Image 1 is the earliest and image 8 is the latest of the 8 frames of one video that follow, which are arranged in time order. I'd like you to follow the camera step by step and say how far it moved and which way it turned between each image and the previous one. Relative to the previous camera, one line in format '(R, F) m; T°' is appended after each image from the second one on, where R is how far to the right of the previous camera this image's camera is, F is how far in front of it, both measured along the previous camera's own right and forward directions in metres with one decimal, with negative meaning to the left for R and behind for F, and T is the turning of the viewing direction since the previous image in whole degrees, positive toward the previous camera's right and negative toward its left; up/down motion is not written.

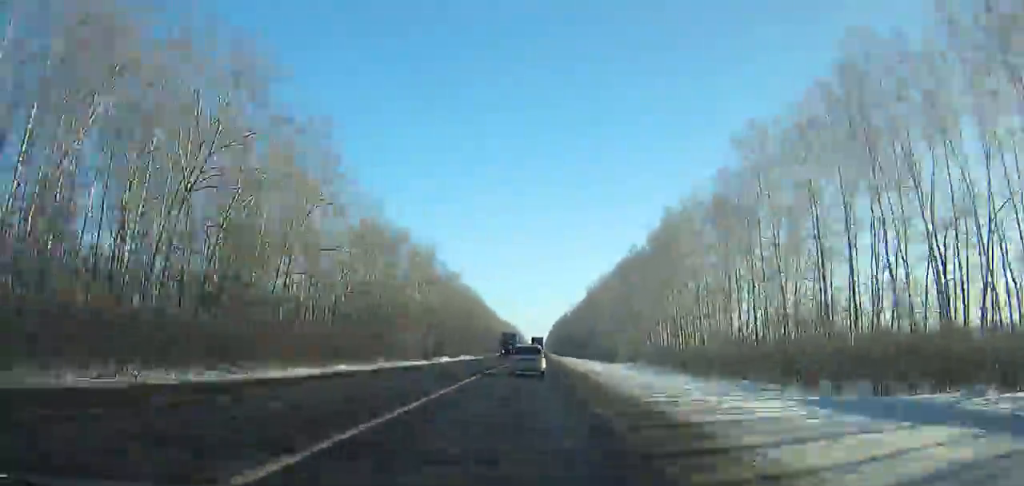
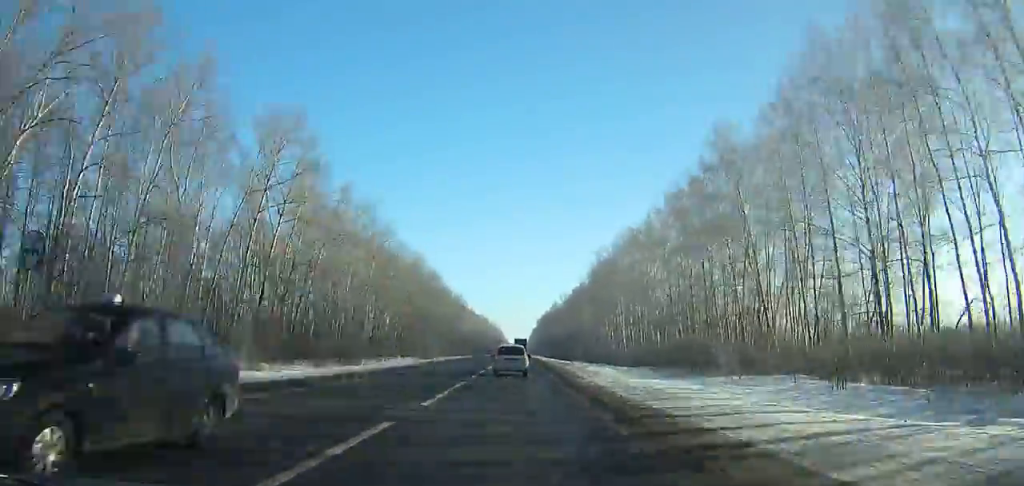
(+2.8, +63.6) m; +2°
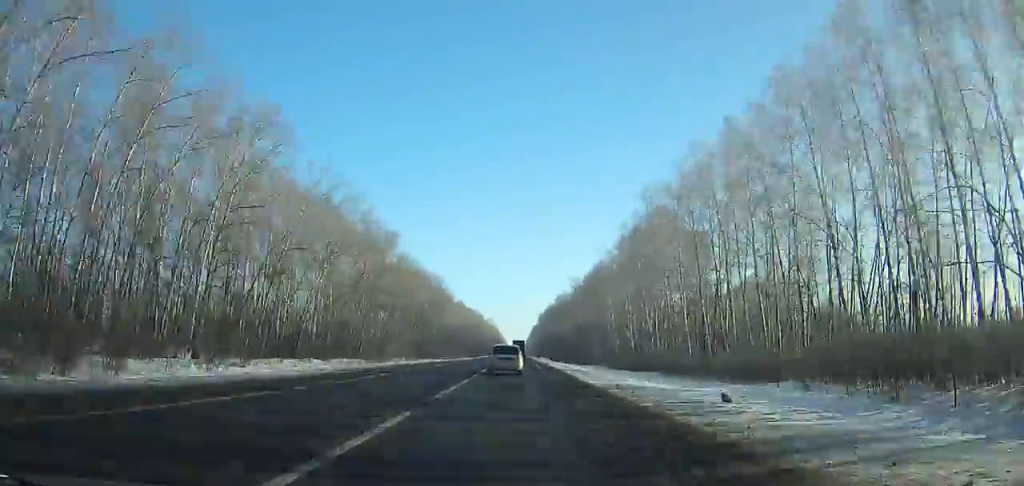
(0.0, +47.1) m; 0°
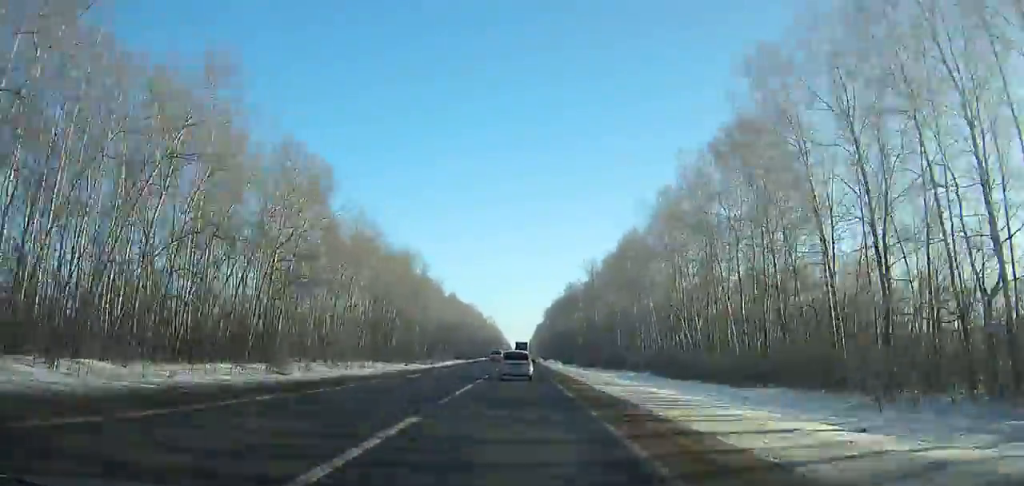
(0.0, +36.7) m; 0°
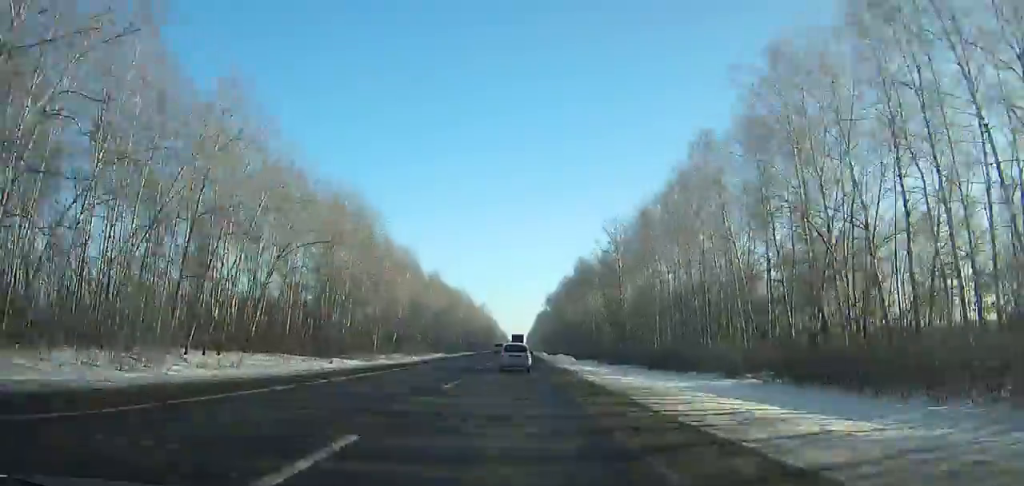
(0.0, +39.0) m; 0°
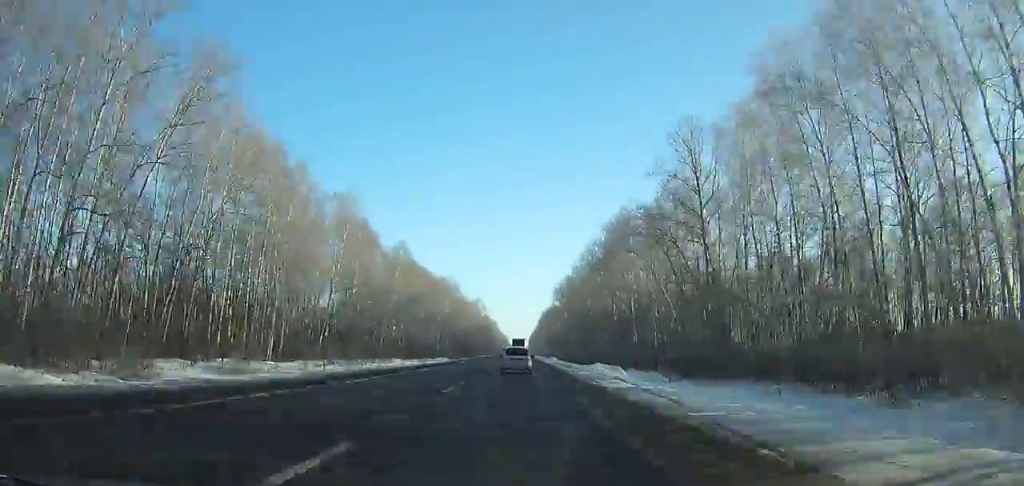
(0.0, +47.7) m; 0°
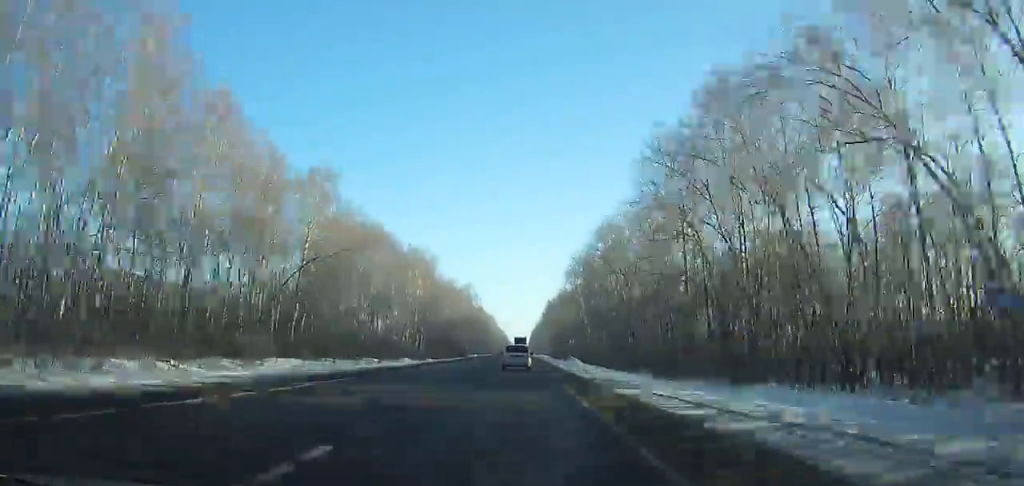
(0.0, +47.5) m; 0°
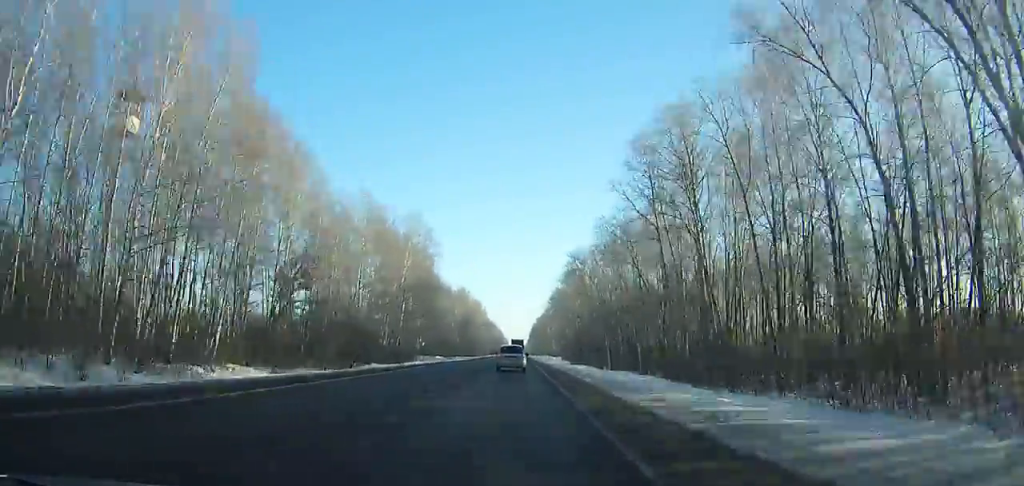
(+0.3, +89.5) m; -1°
